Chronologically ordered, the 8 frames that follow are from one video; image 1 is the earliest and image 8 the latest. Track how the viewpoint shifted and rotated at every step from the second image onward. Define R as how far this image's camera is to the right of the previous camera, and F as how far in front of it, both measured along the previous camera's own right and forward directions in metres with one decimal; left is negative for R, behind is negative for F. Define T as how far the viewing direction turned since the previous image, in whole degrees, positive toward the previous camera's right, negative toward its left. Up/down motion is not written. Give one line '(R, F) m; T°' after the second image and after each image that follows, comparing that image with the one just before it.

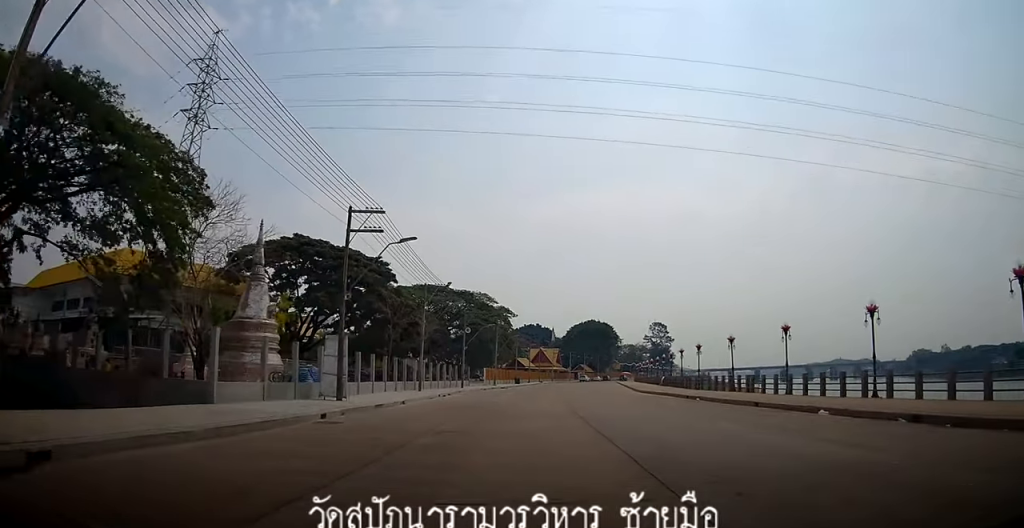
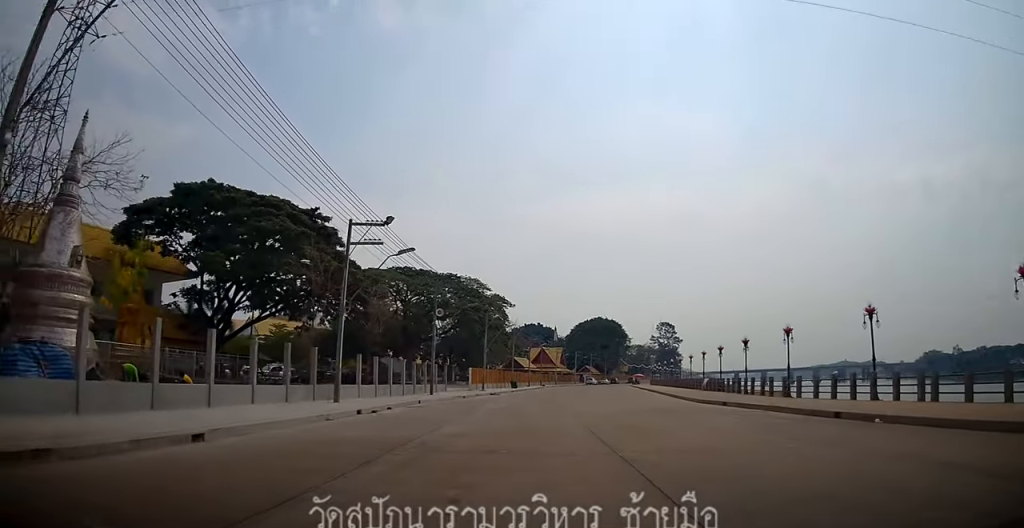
(+0.3, +16.6) m; +3°
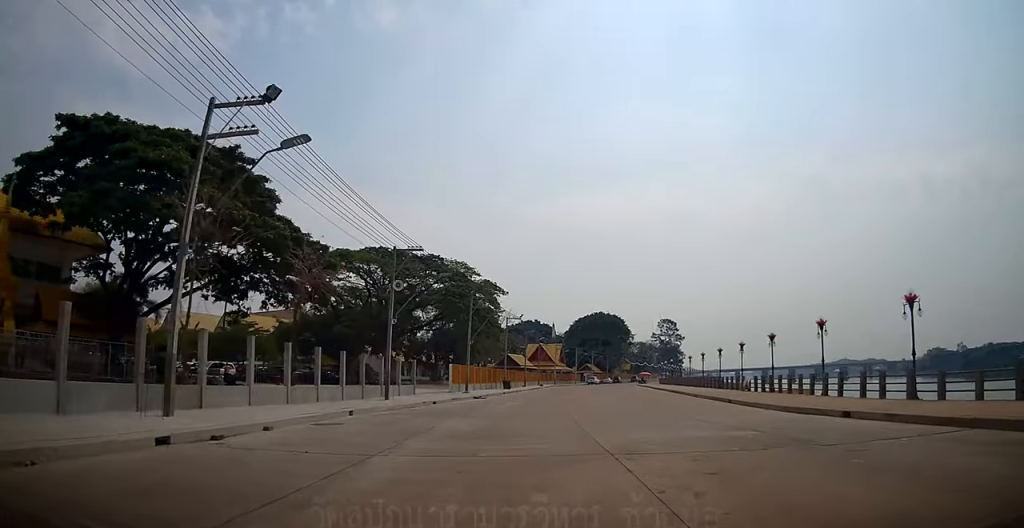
(+0.1, +10.8) m; -1°
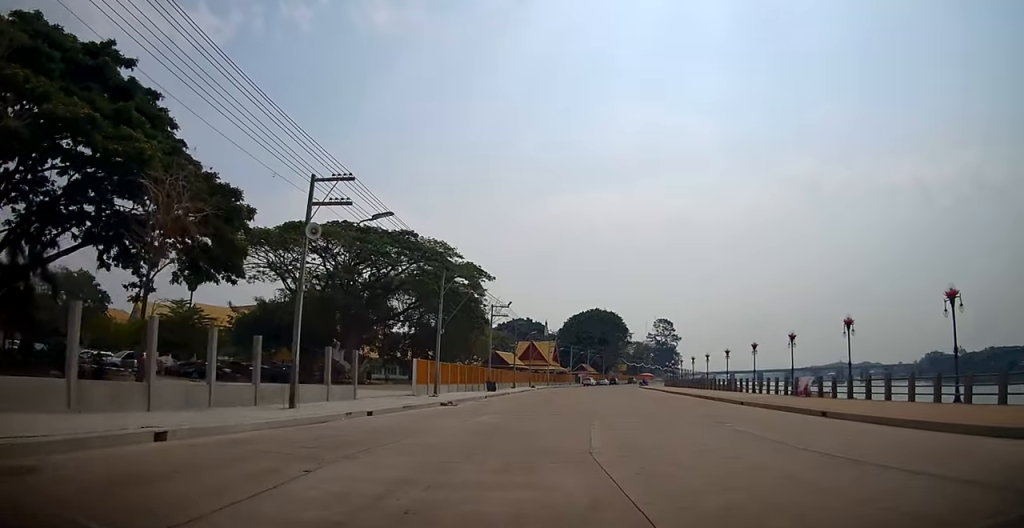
(-0.2, +10.2) m; -1°
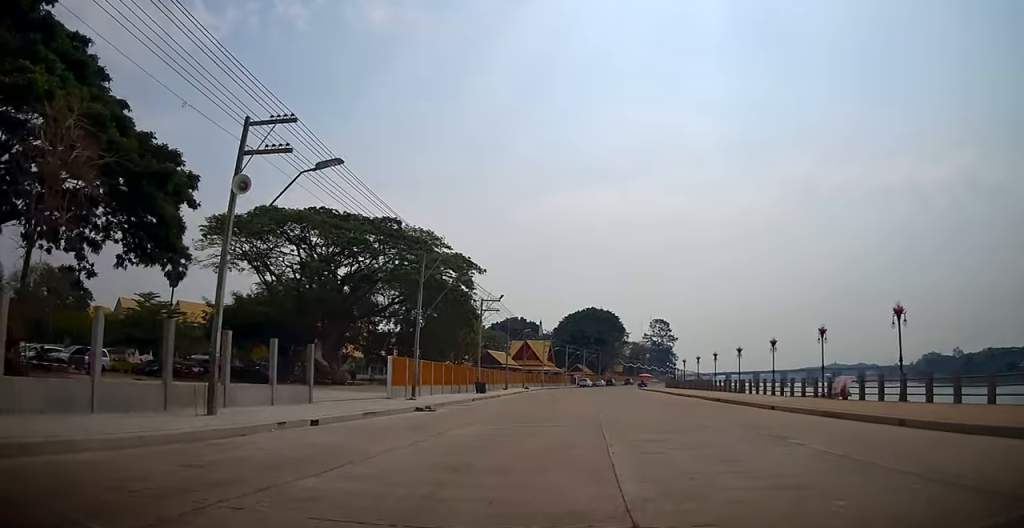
(0.0, +4.5) m; 0°
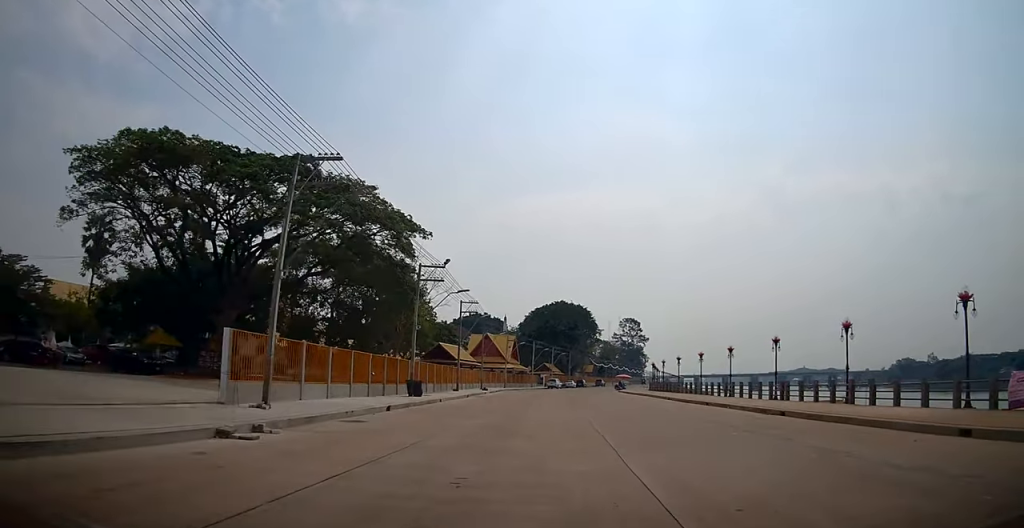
(+0.2, +13.5) m; +1°
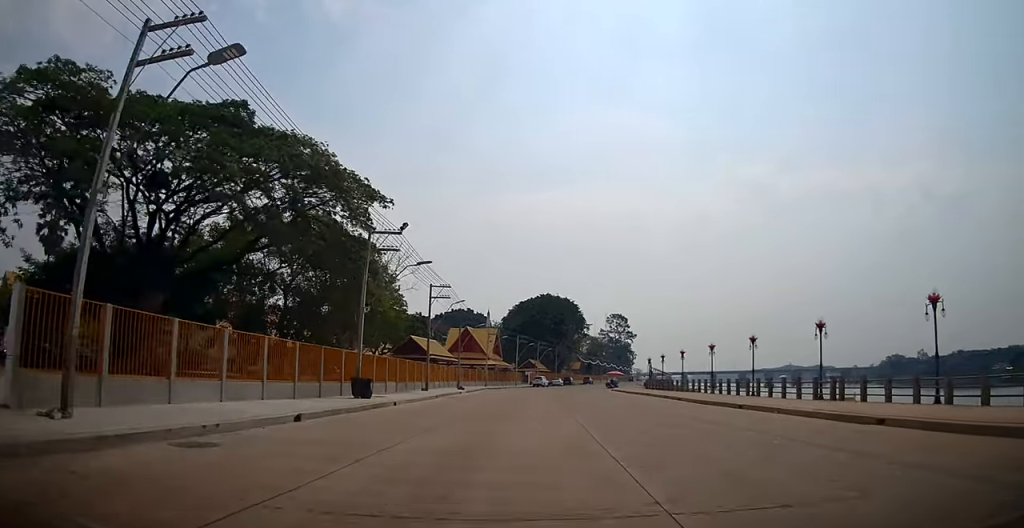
(0.0, +7.5) m; +1°
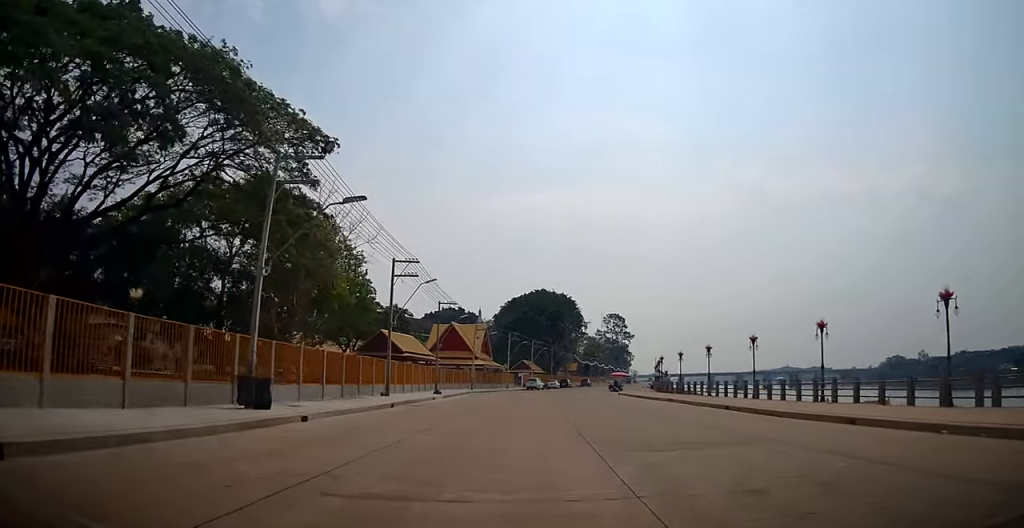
(+0.1, +9.6) m; +2°
